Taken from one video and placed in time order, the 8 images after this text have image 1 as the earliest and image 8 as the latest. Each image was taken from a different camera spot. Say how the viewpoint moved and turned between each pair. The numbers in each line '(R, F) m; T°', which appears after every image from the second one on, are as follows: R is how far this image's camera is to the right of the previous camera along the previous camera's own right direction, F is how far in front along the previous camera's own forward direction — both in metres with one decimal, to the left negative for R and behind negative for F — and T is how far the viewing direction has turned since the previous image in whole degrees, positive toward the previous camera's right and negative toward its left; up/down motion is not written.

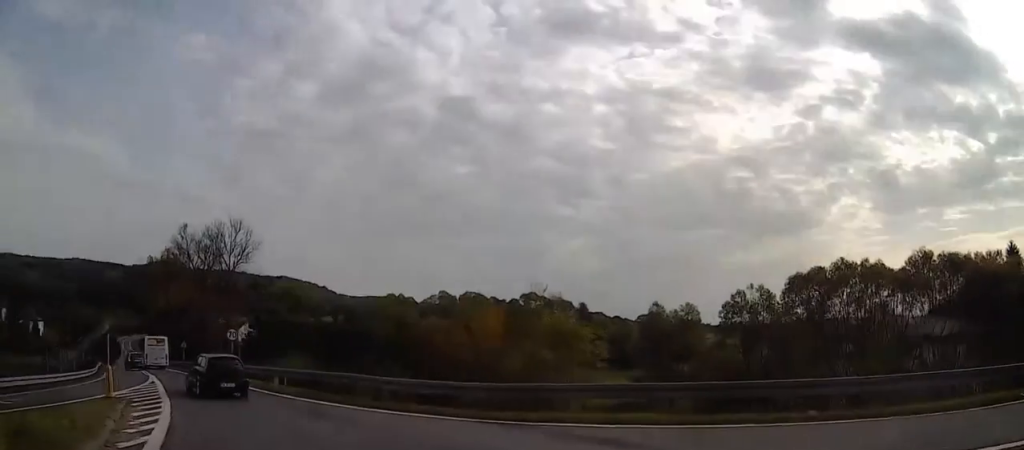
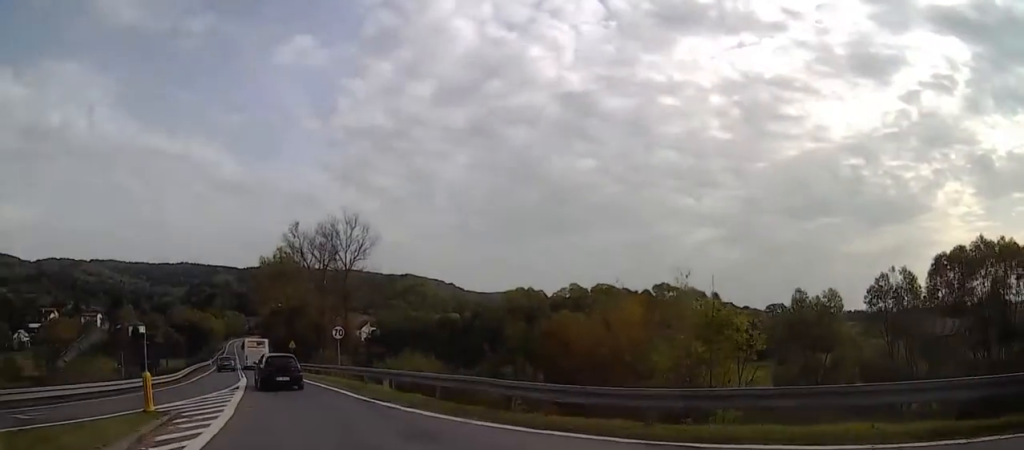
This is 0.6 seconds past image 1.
(-0.6, +3.2) m; -12°
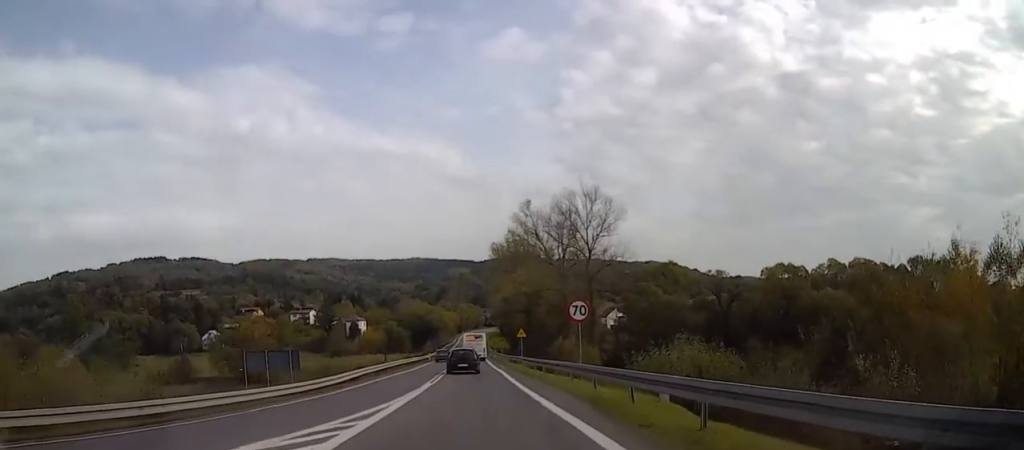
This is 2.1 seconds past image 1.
(-1.3, +9.7) m; -16°
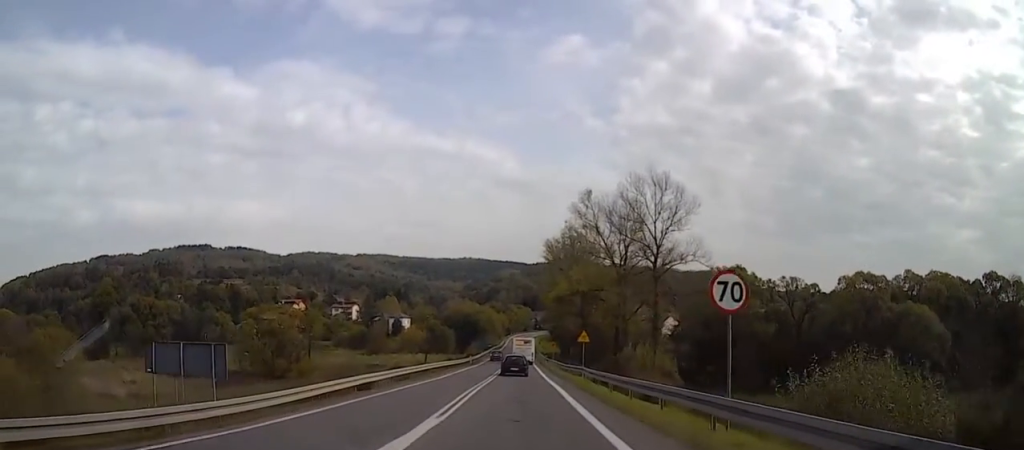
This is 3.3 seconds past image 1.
(-0.5, +9.2) m; -10°
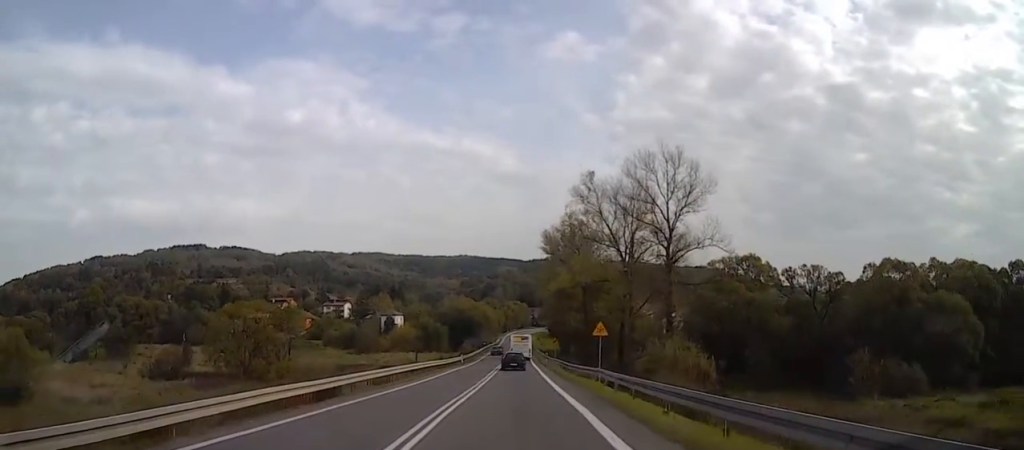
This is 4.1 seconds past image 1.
(-0.8, +8.7) m; -8°
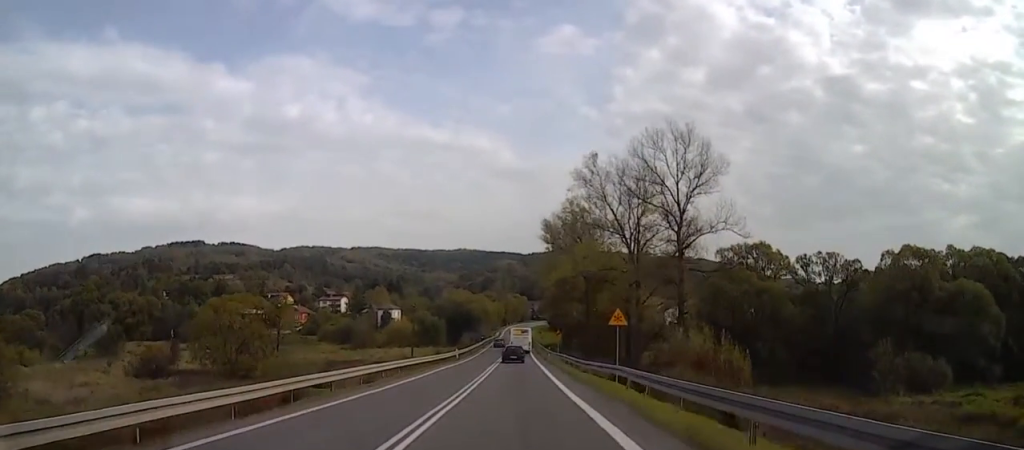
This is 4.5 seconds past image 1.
(-0.1, +5.2) m; -3°
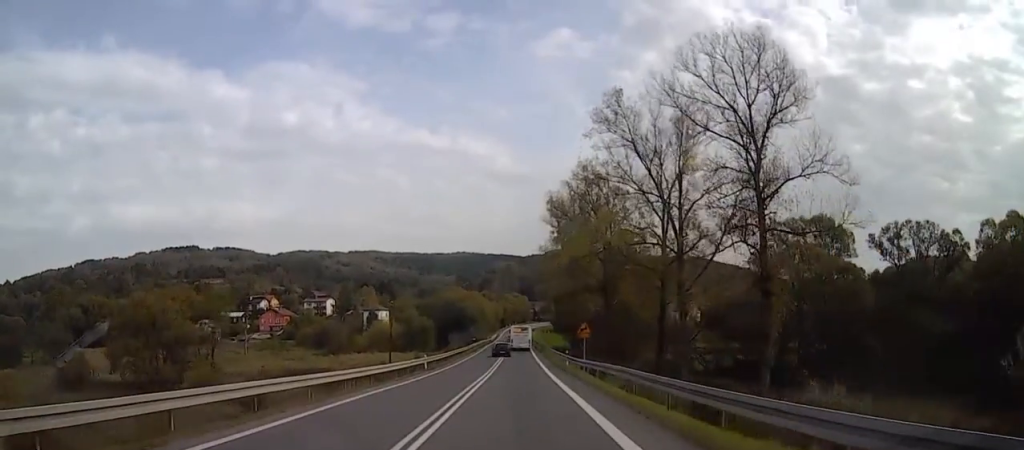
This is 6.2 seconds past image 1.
(+0.8, +25.5) m; +4°
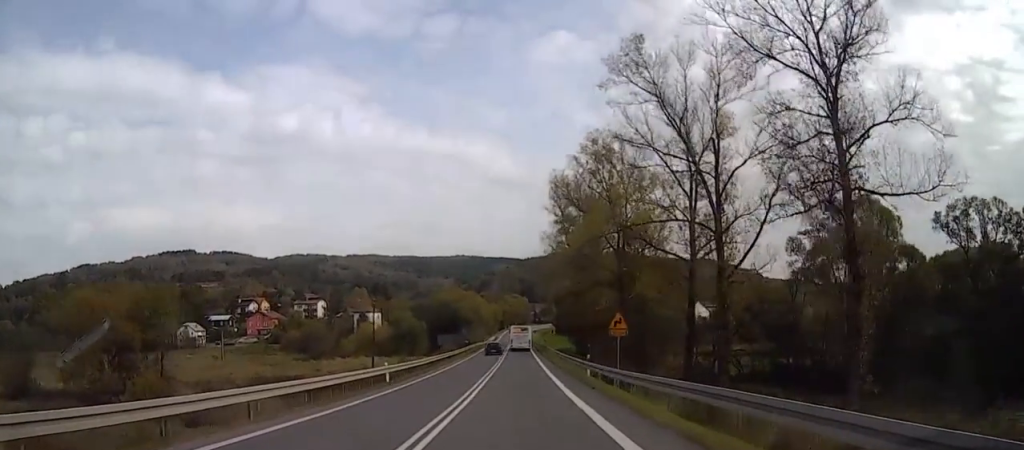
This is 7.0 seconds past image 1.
(-0.2, +12.6) m; -2°
